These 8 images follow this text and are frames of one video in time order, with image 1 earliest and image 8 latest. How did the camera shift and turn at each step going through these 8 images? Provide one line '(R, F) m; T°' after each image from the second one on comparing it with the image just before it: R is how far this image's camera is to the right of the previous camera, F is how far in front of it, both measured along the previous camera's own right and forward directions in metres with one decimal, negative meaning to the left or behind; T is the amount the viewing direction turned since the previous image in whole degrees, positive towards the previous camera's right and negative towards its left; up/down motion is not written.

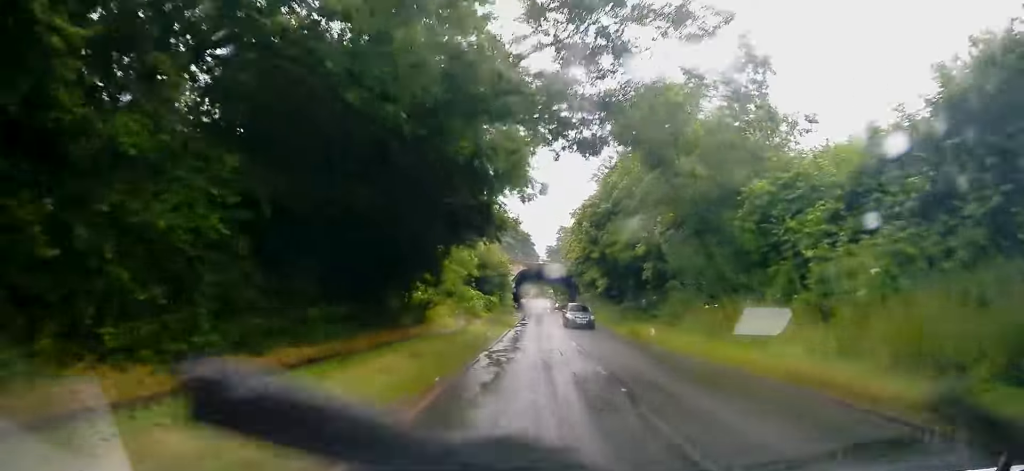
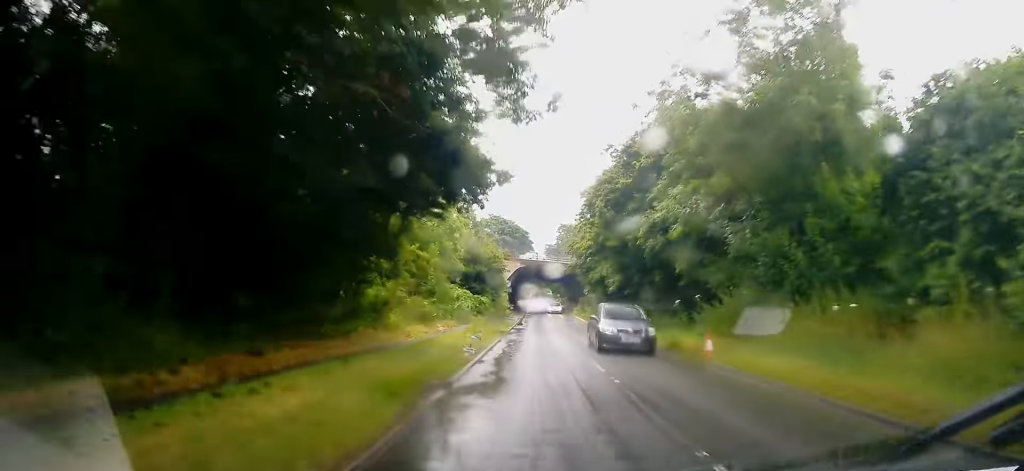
(+0.1, +8.4) m; 0°
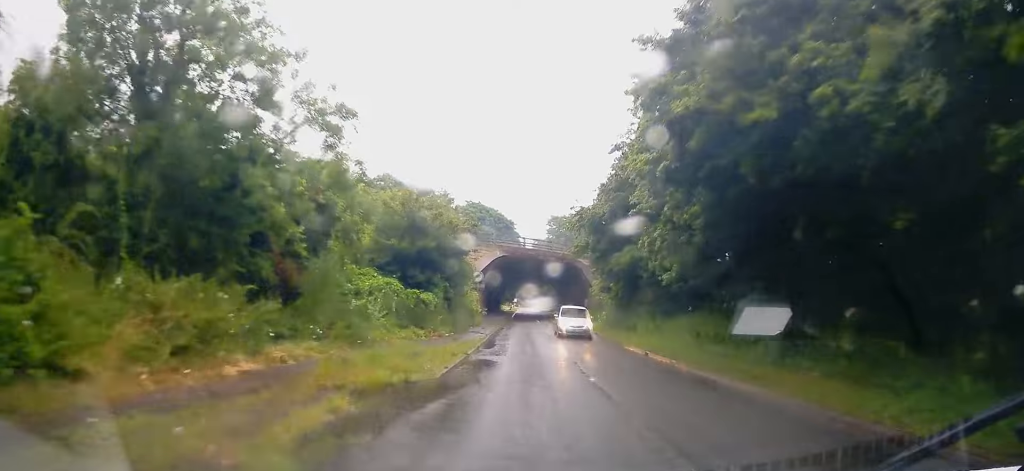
(0.0, +20.5) m; -1°
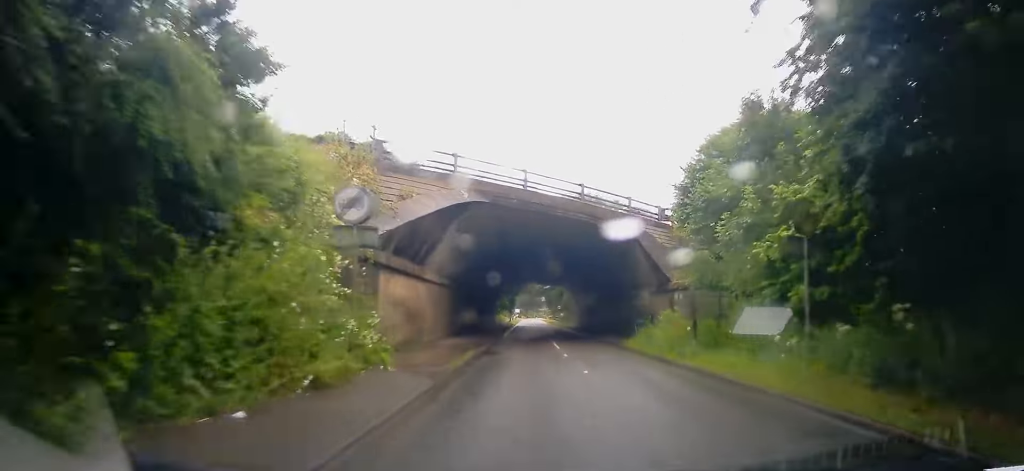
(+0.3, +28.5) m; +1°
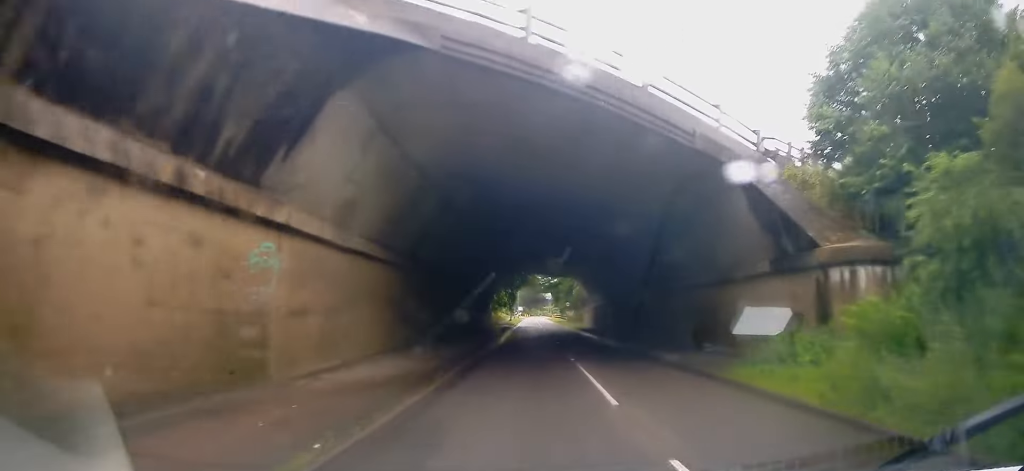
(0.0, +14.3) m; -1°
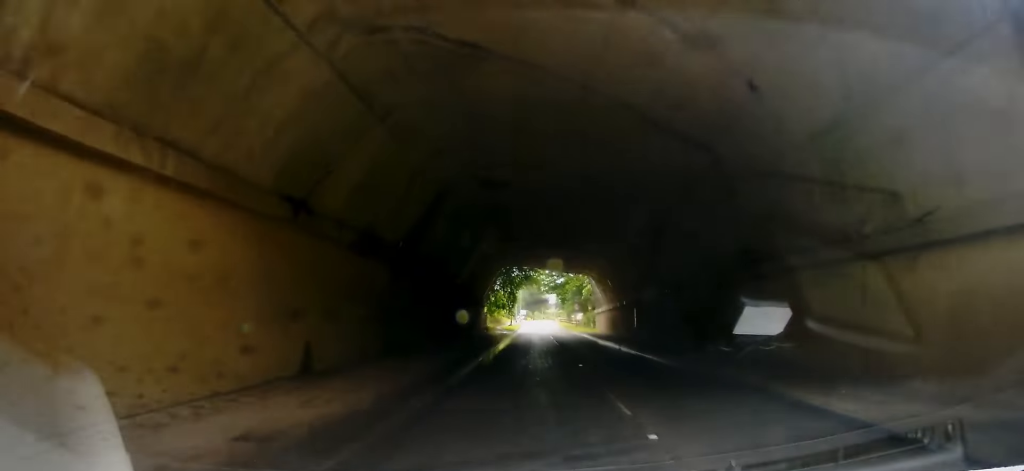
(0.0, +10.7) m; -1°
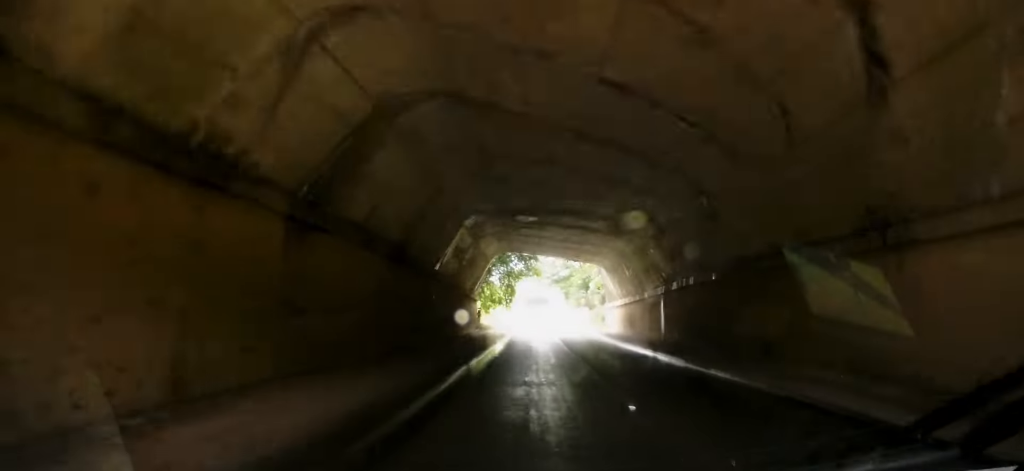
(-0.1, +7.4) m; 0°
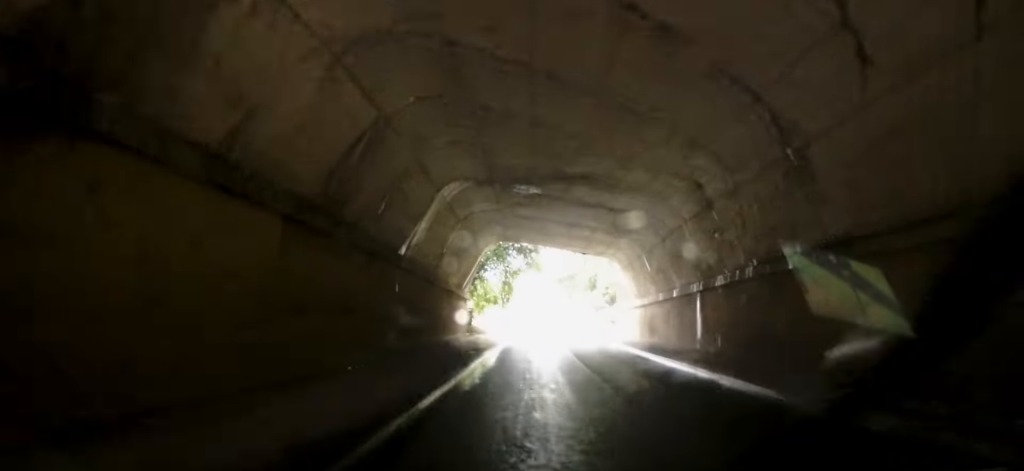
(0.0, +6.5) m; 0°
